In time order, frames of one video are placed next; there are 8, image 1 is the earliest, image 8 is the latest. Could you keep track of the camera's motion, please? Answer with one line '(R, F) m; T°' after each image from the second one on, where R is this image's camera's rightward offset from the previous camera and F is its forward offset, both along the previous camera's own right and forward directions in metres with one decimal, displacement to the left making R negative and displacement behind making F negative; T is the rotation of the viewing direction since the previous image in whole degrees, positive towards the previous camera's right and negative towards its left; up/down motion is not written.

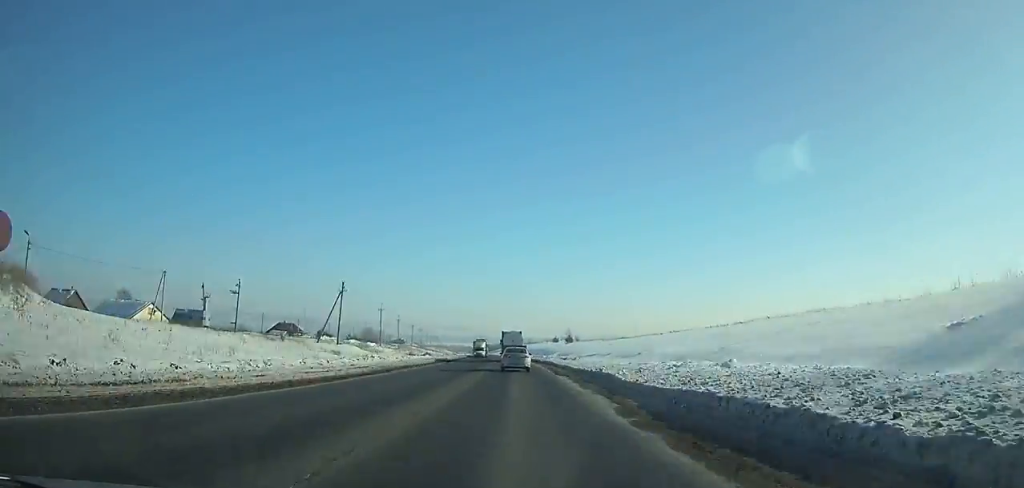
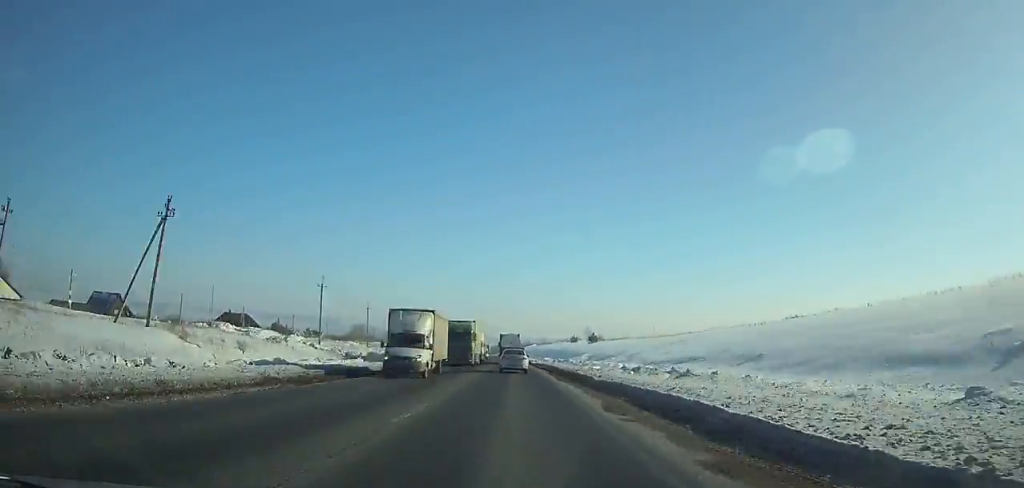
(-0.6, +44.5) m; -1°
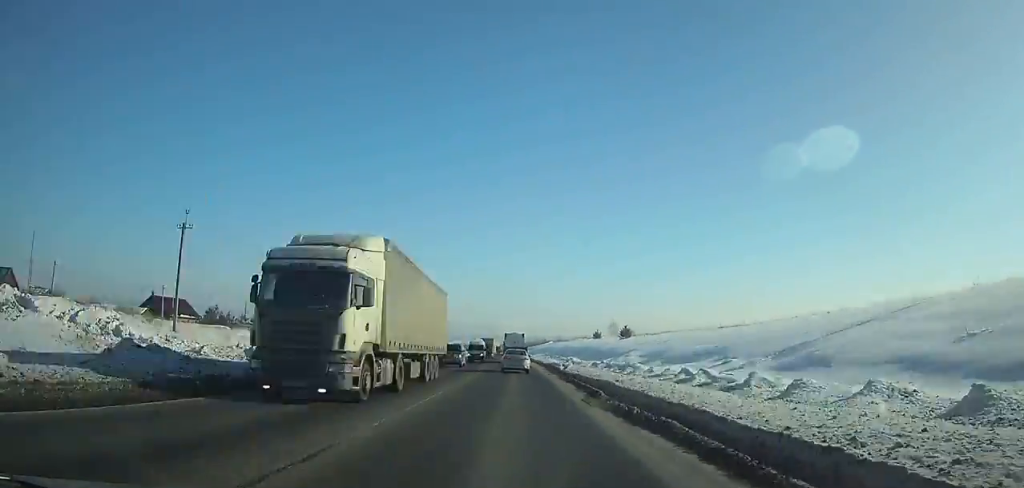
(-0.3, +38.0) m; -1°
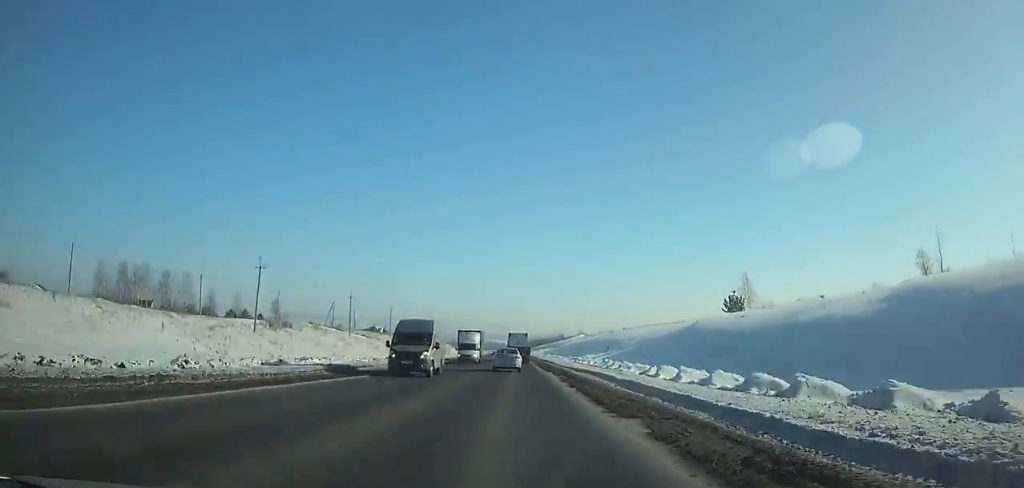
(-3.4, +153.9) m; -1°
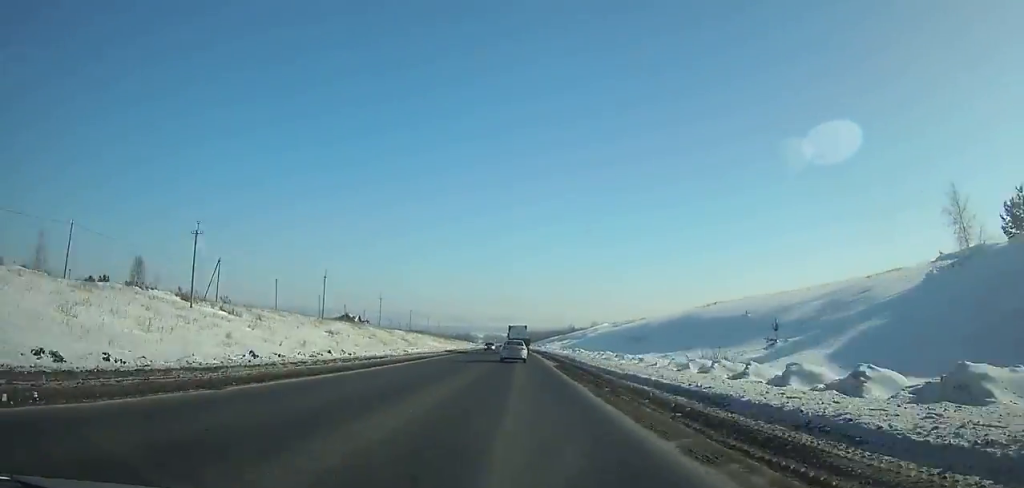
(+0.2, +66.6) m; 0°
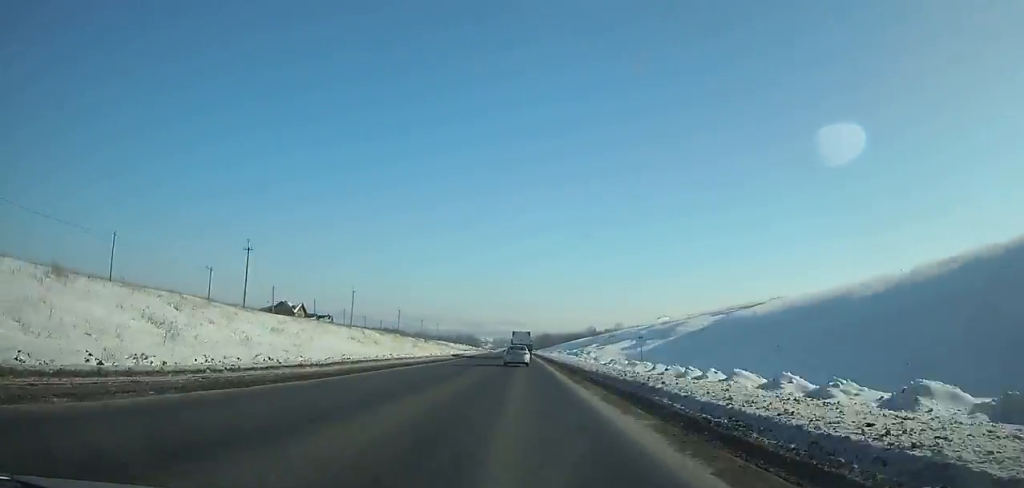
(-0.5, +85.5) m; -1°
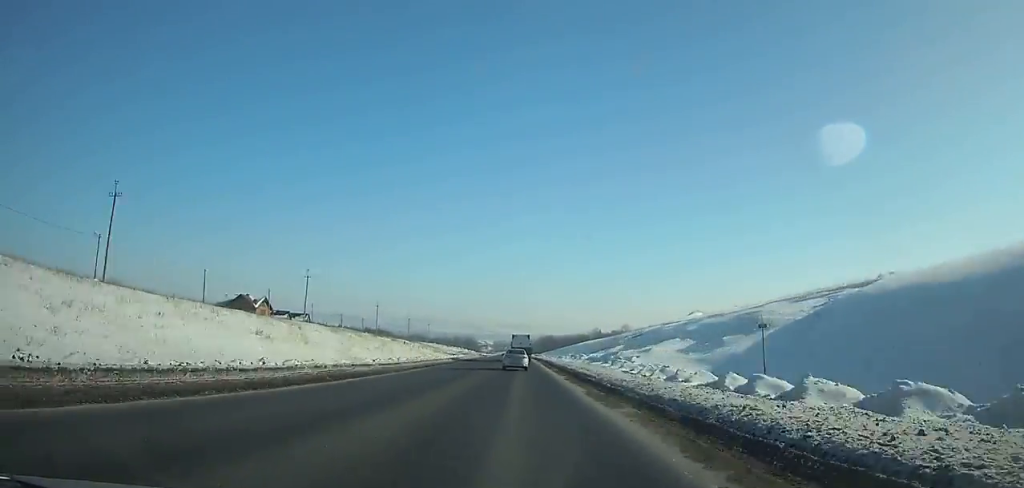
(-0.1, +30.0) m; 0°
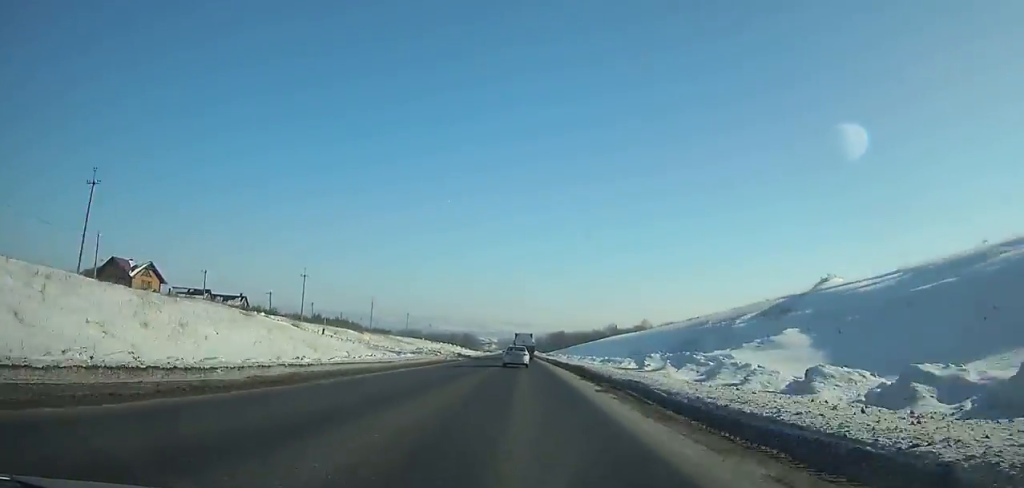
(-0.3, +57.5) m; 0°
